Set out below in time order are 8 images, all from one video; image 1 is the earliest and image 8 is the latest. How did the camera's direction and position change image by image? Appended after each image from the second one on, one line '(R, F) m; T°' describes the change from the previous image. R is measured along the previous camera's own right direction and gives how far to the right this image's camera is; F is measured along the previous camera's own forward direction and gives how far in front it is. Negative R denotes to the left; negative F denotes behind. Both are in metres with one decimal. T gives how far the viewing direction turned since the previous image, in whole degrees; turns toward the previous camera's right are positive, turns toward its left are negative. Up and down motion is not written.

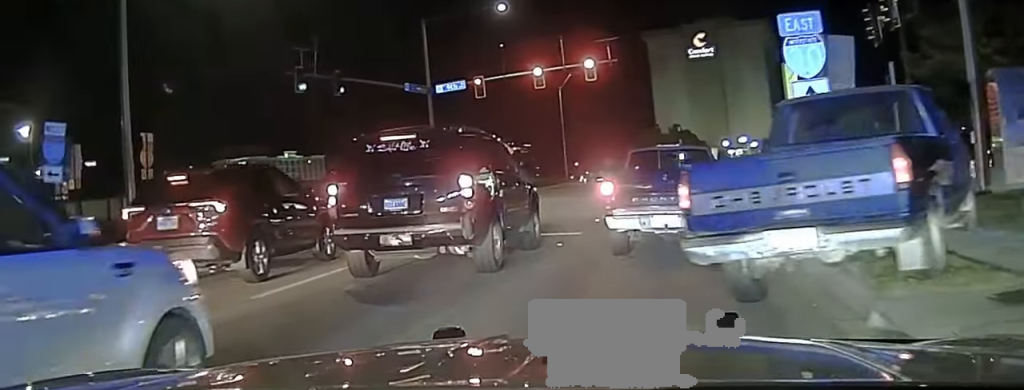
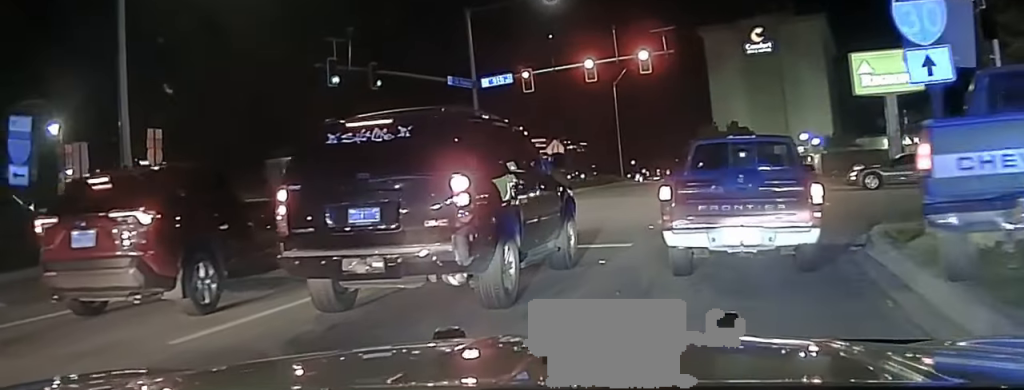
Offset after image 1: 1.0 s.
(+0.1, +2.7) m; -2°
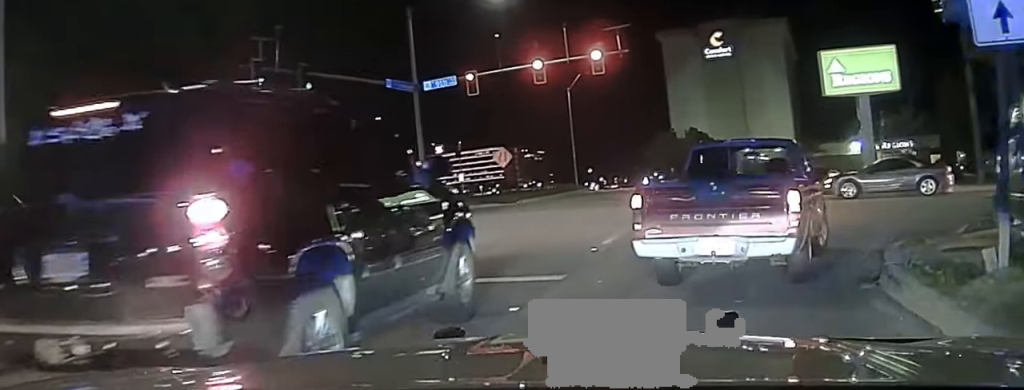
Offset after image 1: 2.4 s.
(0.0, +3.7) m; +2°
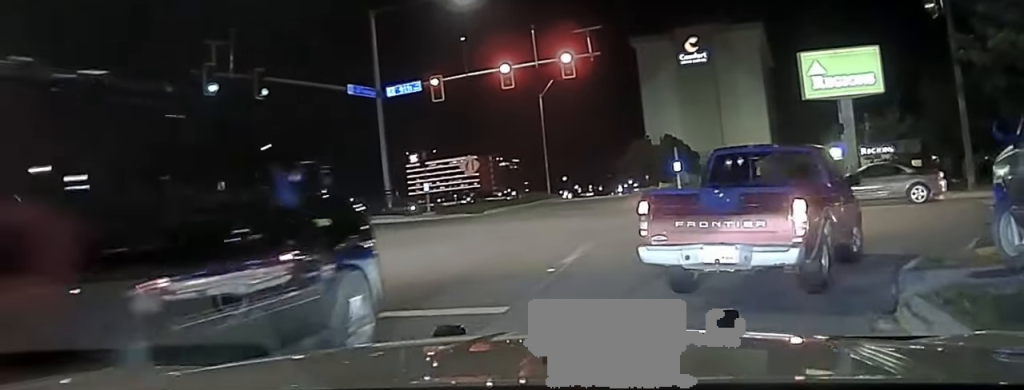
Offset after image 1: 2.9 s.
(+0.1, +1.7) m; 0°
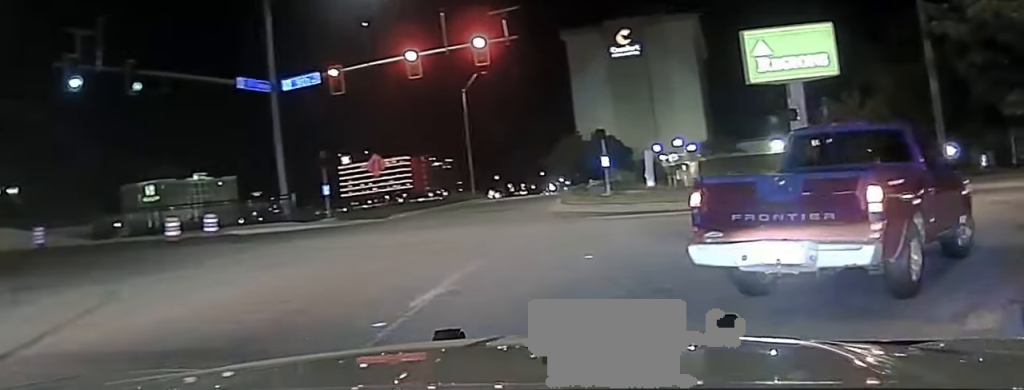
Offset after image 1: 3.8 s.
(-0.2, +3.6) m; -4°
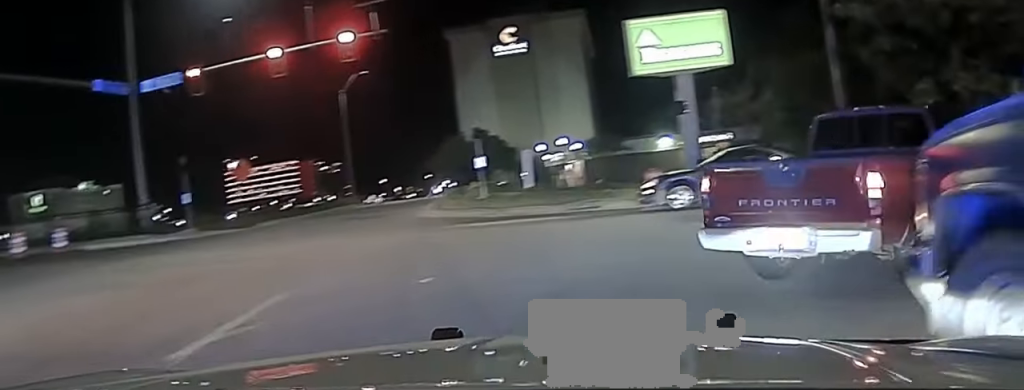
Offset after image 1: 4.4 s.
(0.0, +2.8) m; +7°
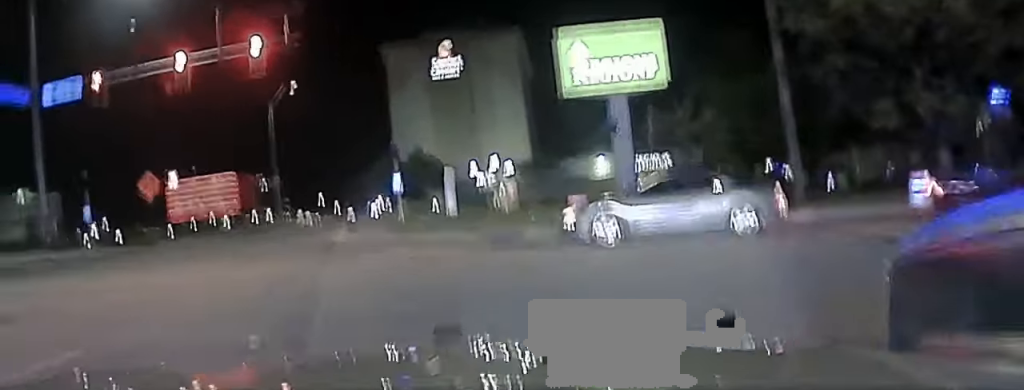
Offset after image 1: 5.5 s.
(+0.6, +4.2) m; +17°
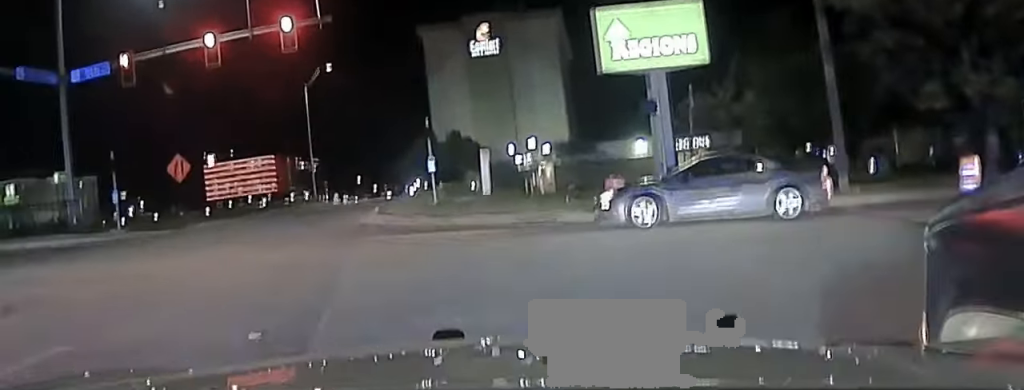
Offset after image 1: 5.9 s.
(+0.1, +1.4) m; +2°
